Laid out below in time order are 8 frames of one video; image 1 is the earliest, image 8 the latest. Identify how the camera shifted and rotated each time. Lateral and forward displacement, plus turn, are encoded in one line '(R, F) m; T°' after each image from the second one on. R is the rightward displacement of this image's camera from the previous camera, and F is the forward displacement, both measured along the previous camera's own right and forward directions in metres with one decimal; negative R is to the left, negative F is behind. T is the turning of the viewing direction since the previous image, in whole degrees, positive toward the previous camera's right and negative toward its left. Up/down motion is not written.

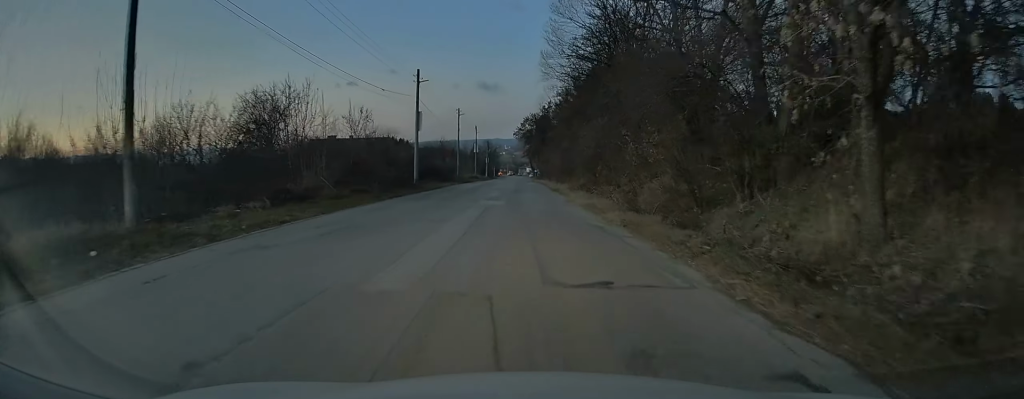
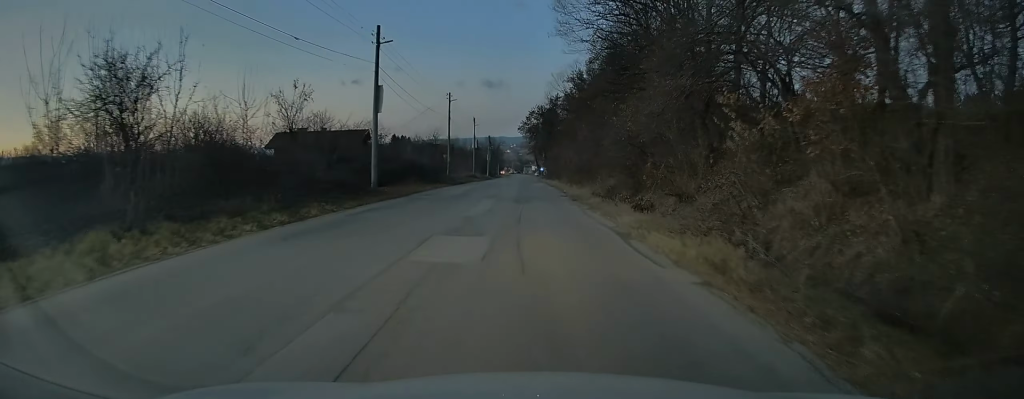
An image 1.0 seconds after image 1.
(-0.2, +12.9) m; -1°
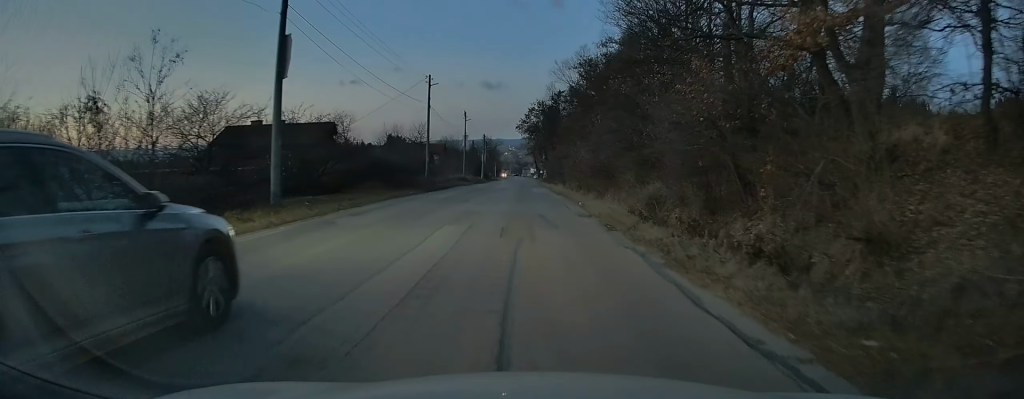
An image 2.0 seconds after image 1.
(0.0, +11.7) m; +1°
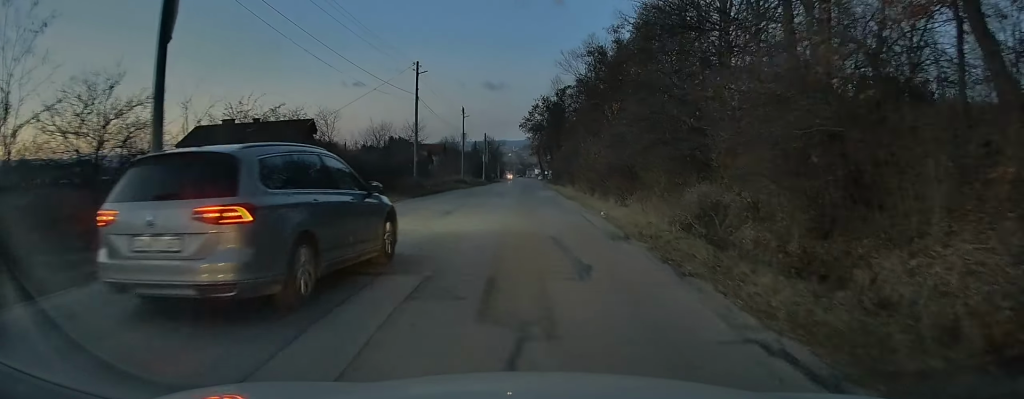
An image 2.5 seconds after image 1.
(+0.1, +6.5) m; 0°
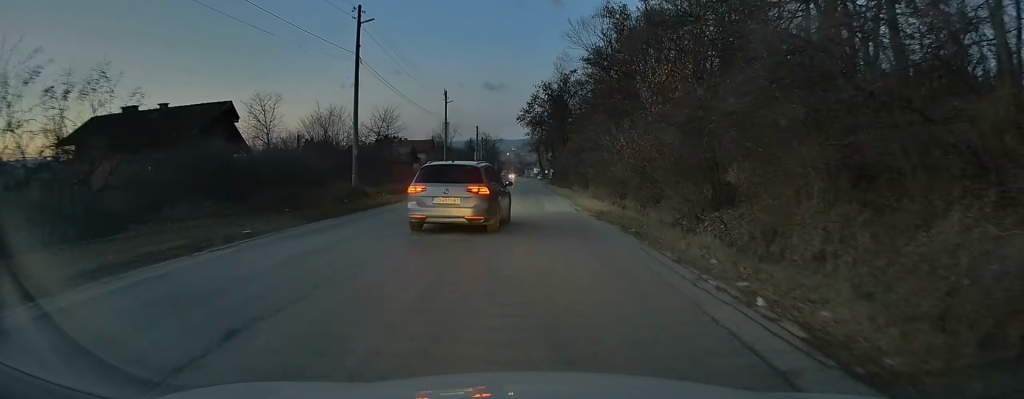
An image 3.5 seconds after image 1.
(0.0, +14.0) m; 0°
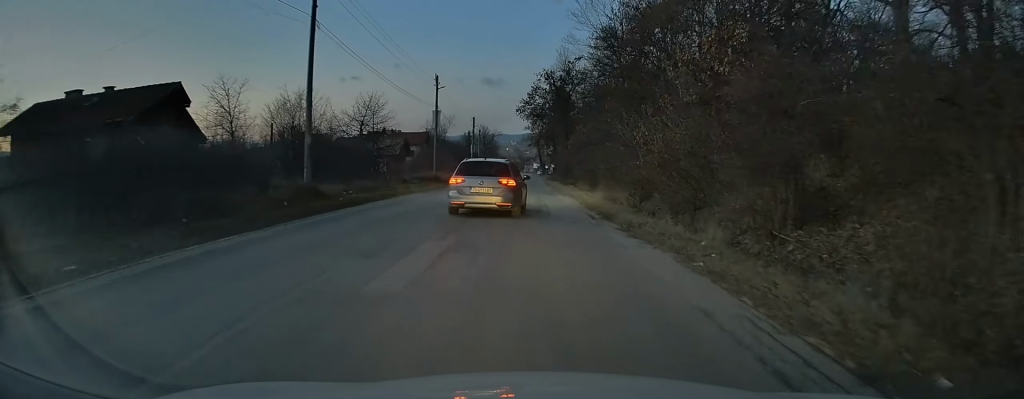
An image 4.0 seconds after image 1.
(0.0, +5.7) m; 0°
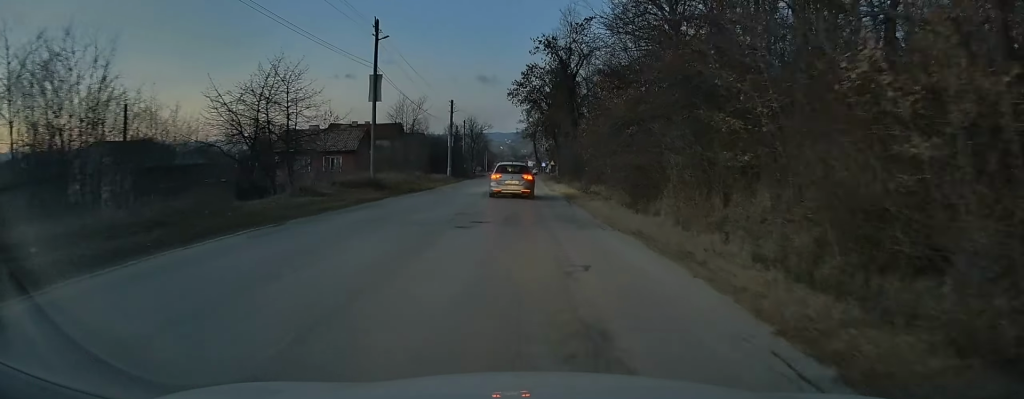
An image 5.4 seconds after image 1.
(-0.1, +18.6) m; -1°
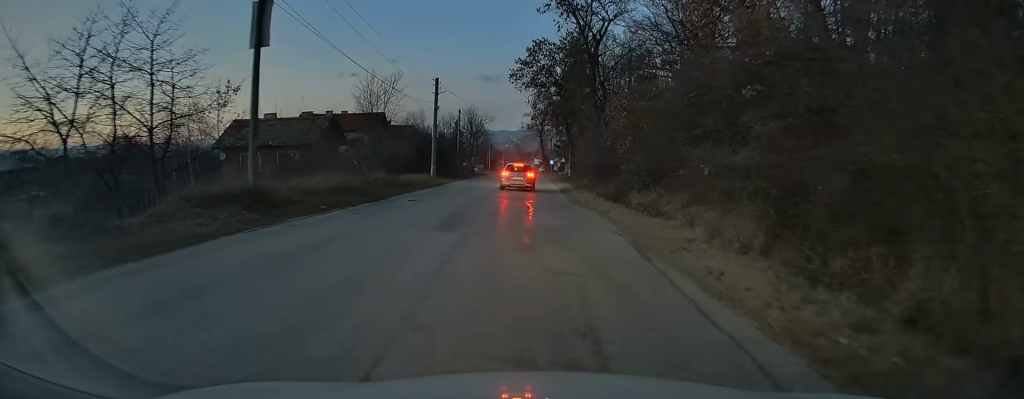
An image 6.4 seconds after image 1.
(0.0, +14.0) m; 0°
